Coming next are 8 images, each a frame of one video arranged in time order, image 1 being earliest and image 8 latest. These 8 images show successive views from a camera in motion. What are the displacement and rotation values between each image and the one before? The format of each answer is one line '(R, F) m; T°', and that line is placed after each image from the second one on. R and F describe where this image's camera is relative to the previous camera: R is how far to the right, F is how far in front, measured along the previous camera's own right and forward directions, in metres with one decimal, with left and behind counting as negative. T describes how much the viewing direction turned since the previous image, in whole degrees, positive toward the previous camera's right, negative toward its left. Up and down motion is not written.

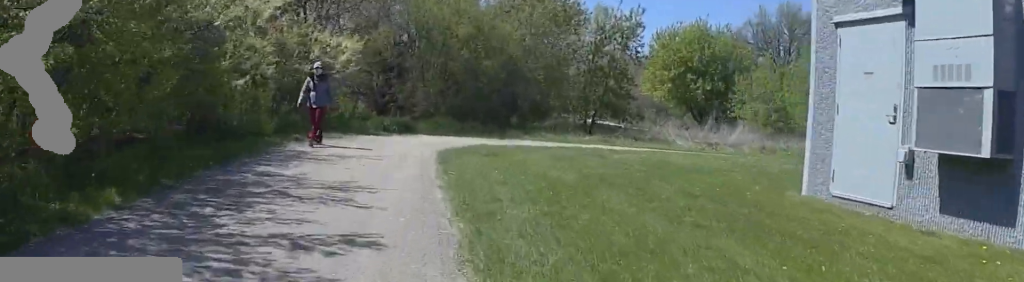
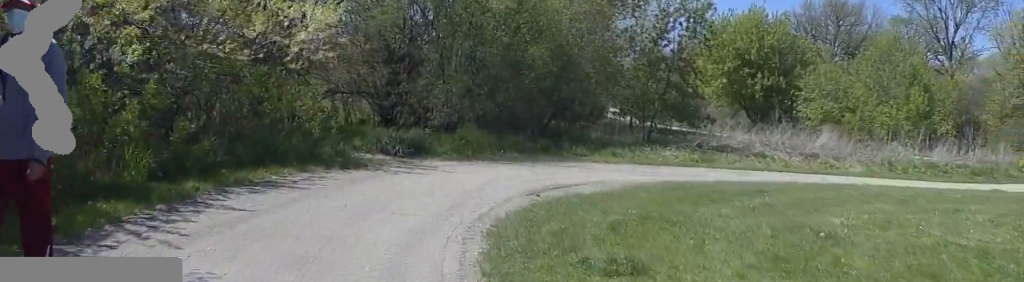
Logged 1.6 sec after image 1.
(+1.1, +7.3) m; +9°
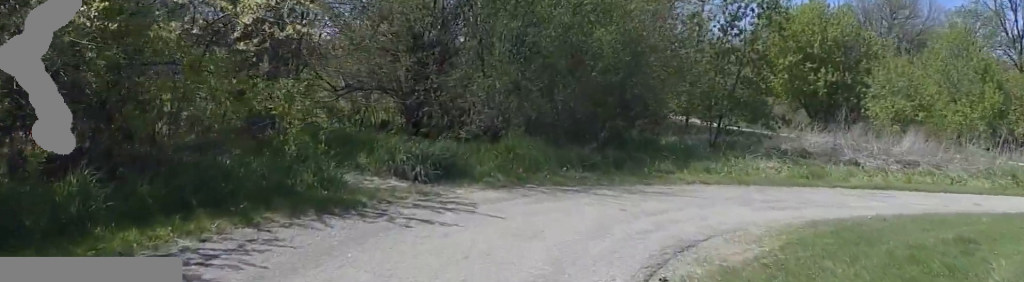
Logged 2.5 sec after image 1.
(0.0, +3.7) m; 0°
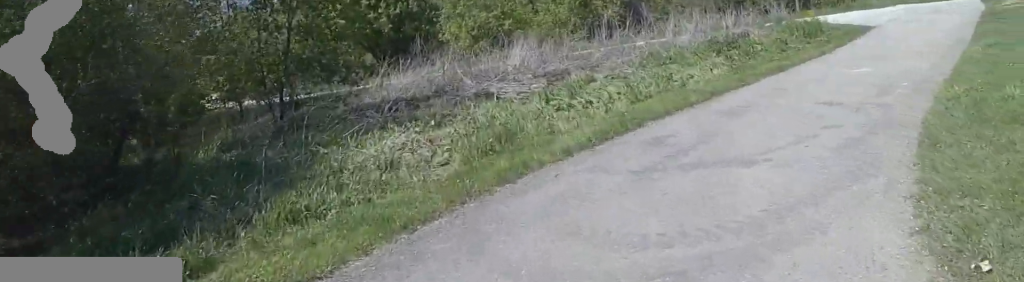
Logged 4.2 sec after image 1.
(+1.3, +6.3) m; +39°
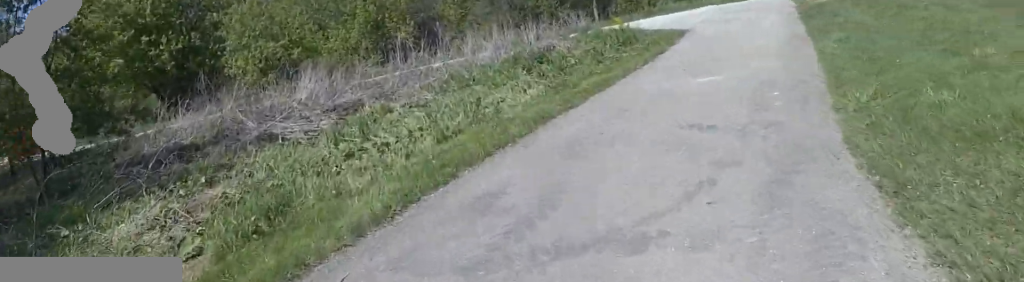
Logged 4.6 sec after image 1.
(+0.1, +1.5) m; +14°
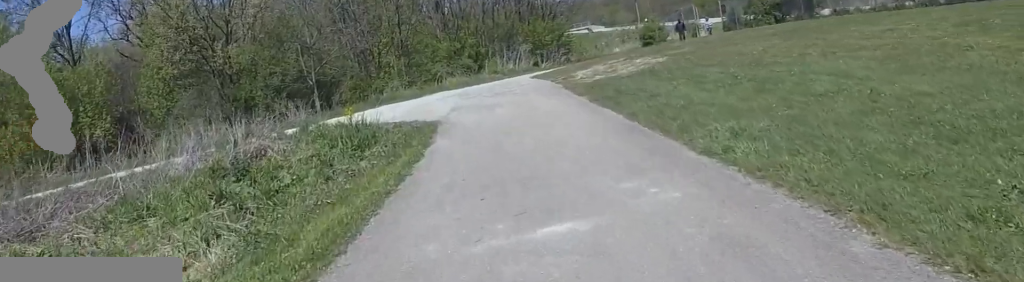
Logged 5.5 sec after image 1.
(+0.9, +3.8) m; +9°
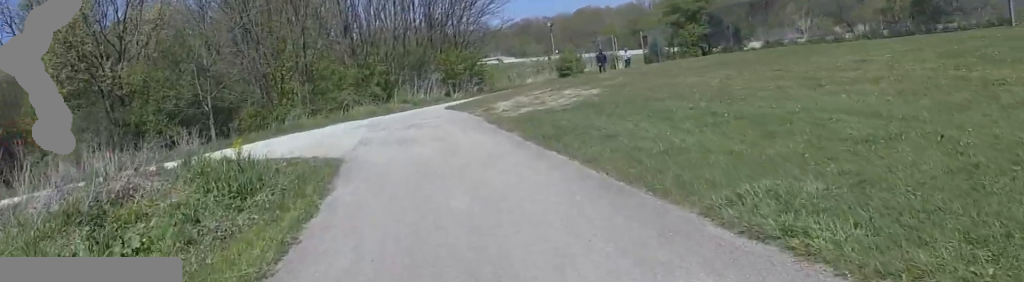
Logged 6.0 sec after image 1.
(0.0, +2.0) m; +1°
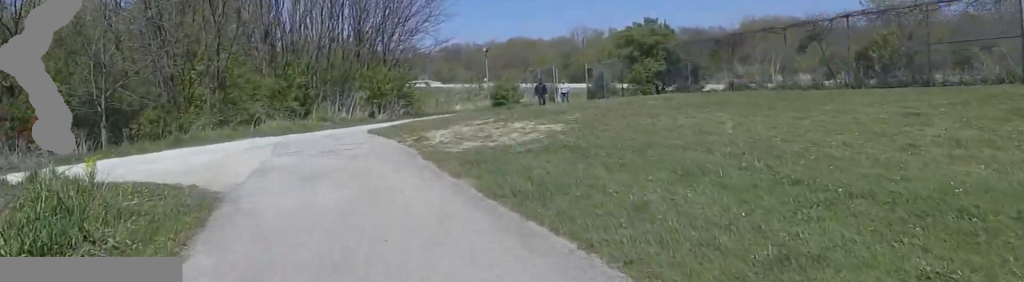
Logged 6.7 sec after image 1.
(-0.3, +3.0) m; 0°
